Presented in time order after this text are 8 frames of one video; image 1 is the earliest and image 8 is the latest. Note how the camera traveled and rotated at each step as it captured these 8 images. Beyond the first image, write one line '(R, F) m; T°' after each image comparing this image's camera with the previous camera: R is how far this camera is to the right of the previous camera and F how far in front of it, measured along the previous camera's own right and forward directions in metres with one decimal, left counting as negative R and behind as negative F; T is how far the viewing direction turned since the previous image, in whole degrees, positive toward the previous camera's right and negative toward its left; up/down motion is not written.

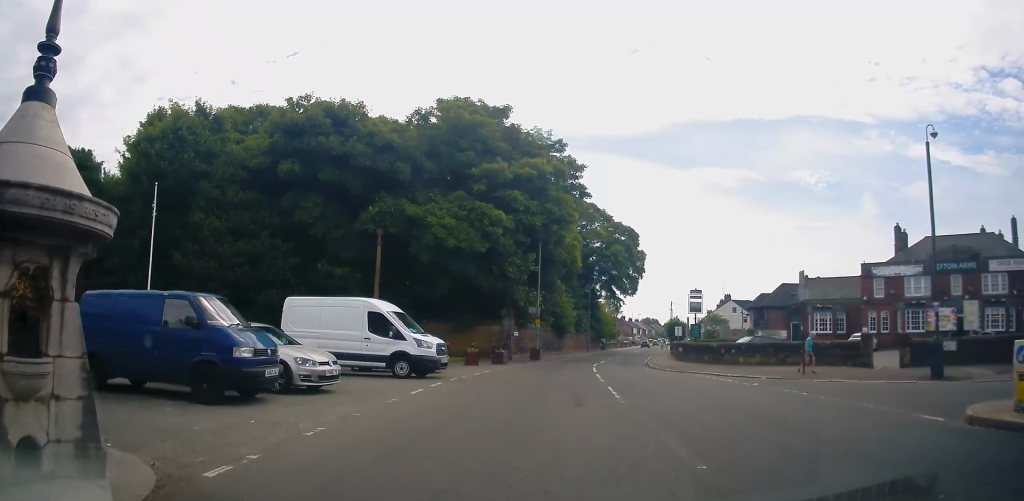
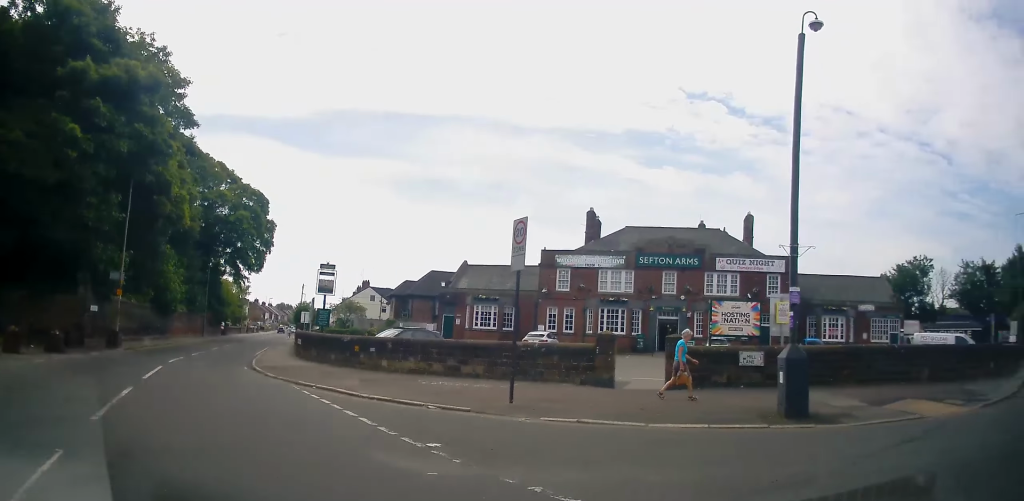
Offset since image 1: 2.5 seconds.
(+1.4, +11.2) m; +37°
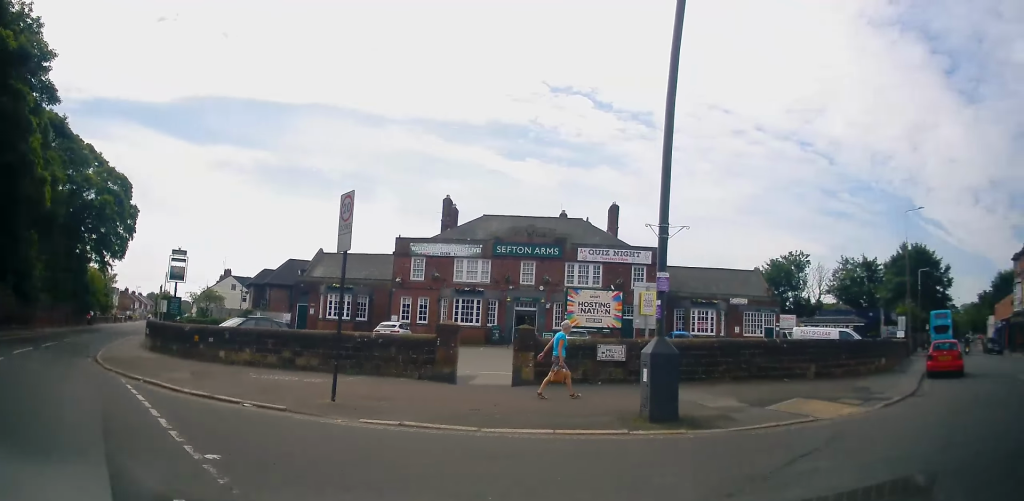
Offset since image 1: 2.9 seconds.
(+0.4, +1.5) m; +13°
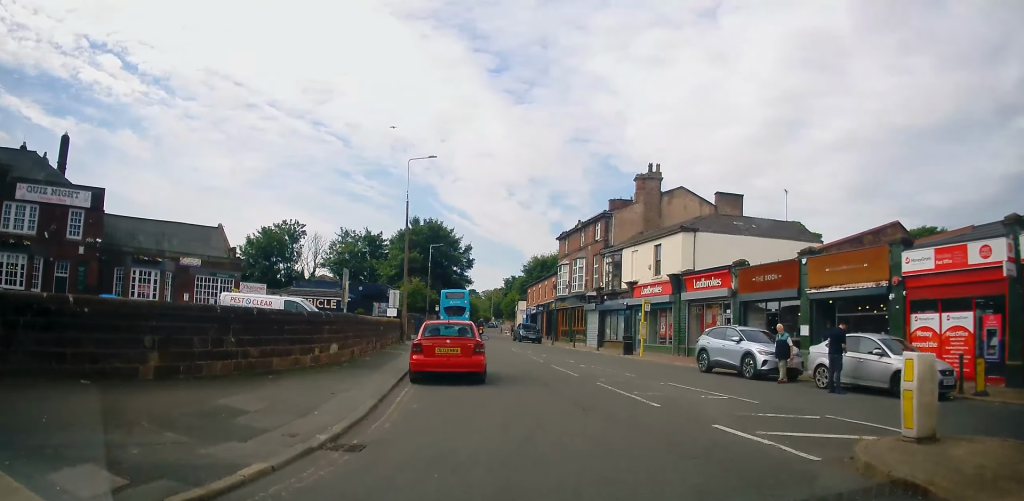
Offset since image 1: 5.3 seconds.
(+4.5, +8.1) m; +42°
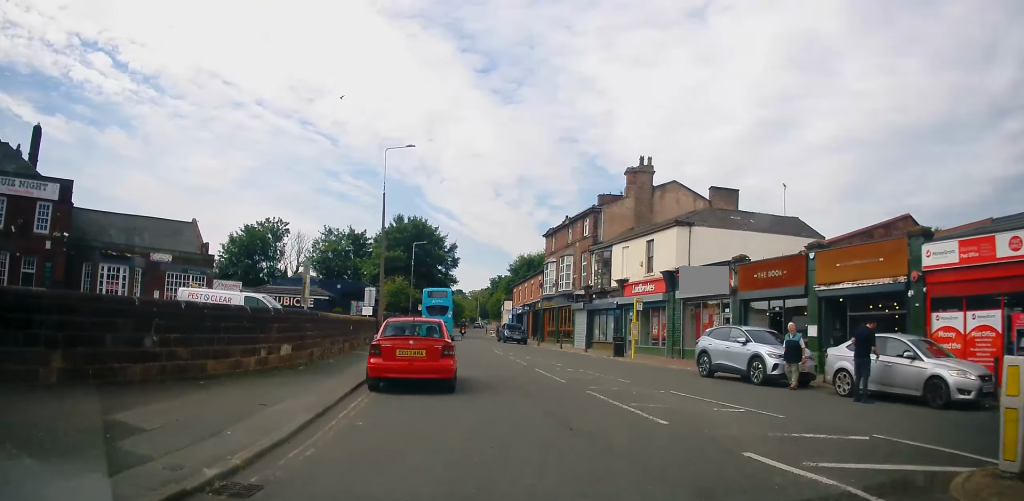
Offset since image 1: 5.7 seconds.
(0.0, +1.9) m; +2°
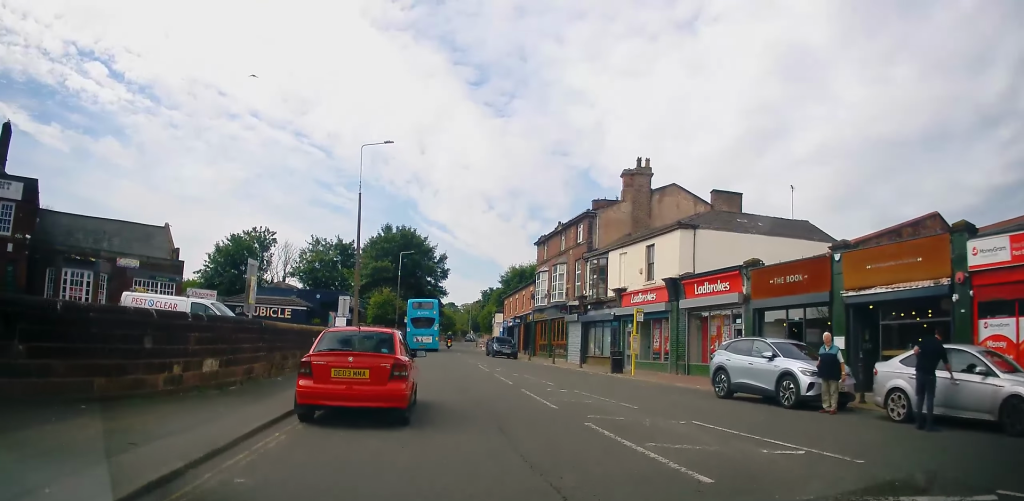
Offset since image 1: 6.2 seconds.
(+0.1, +2.6) m; +1°
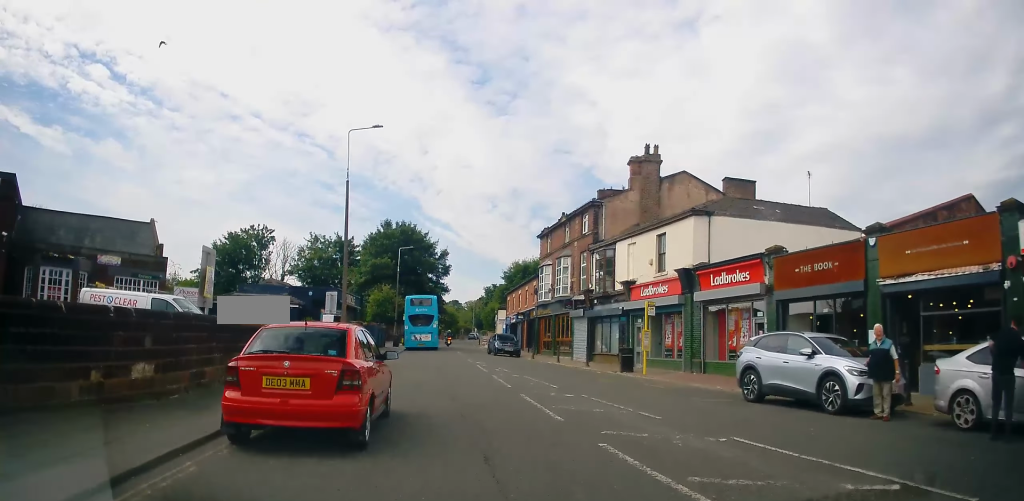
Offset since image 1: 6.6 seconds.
(0.0, +2.0) m; 0°
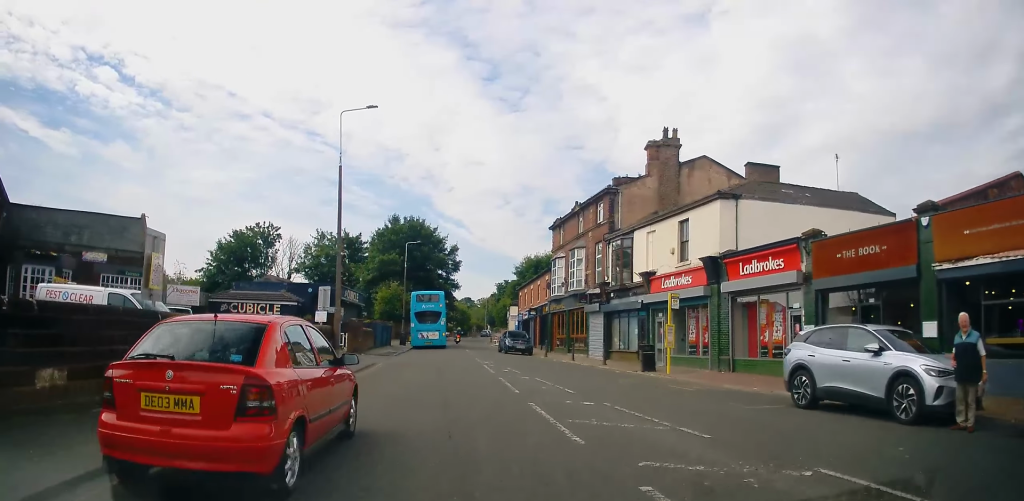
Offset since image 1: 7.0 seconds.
(0.0, +2.2) m; -3°
